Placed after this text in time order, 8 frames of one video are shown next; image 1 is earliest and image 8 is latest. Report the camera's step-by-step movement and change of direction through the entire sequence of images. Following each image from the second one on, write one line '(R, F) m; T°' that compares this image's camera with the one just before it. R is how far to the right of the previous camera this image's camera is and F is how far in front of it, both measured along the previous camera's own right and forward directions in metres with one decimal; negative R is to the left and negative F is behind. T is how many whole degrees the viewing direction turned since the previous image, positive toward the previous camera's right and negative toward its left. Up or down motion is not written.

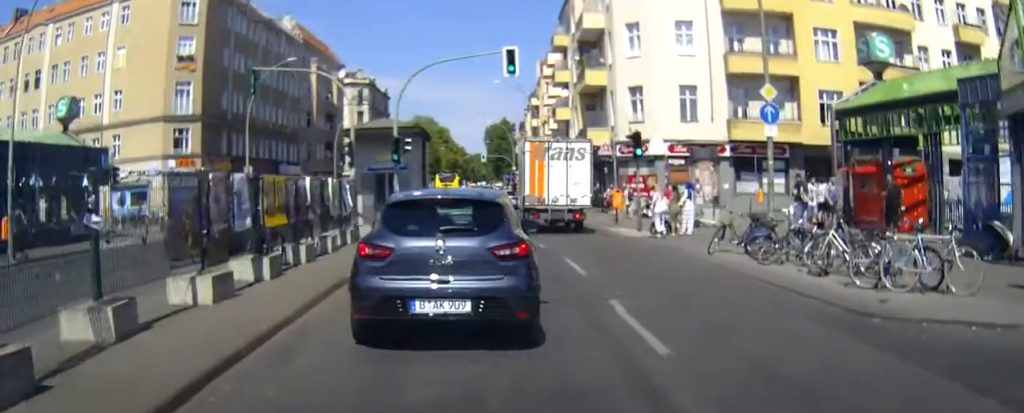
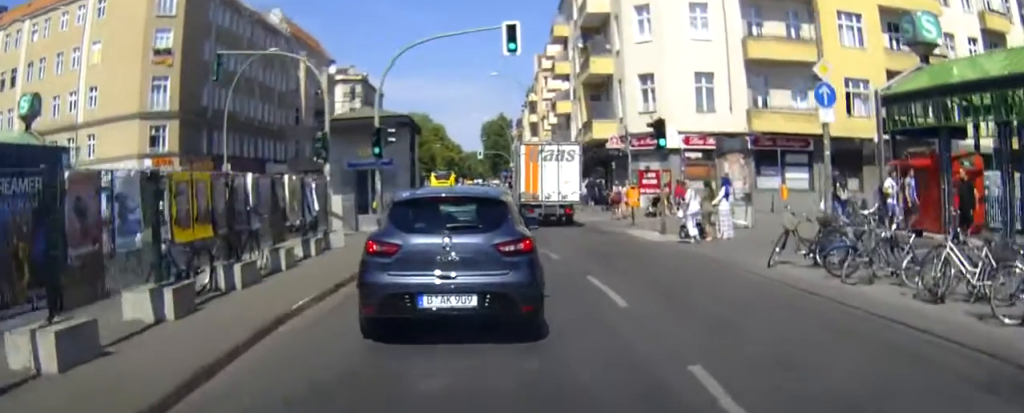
(0.0, +4.3) m; +1°
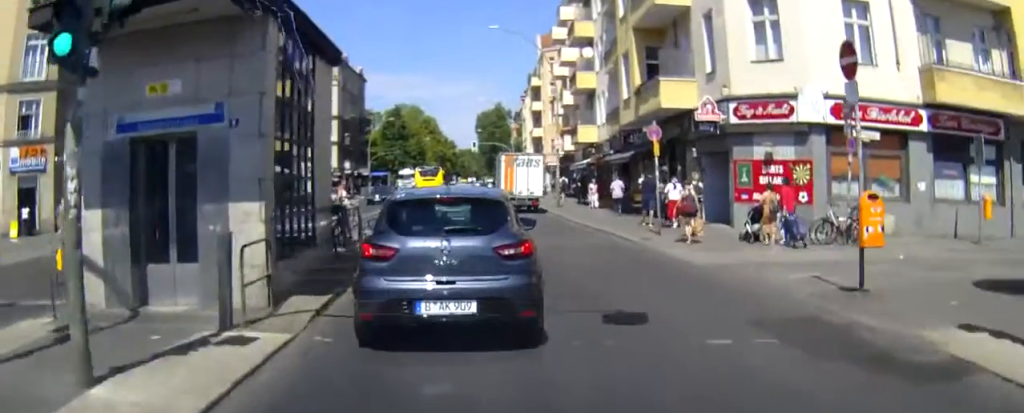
(+0.4, +18.3) m; +2°
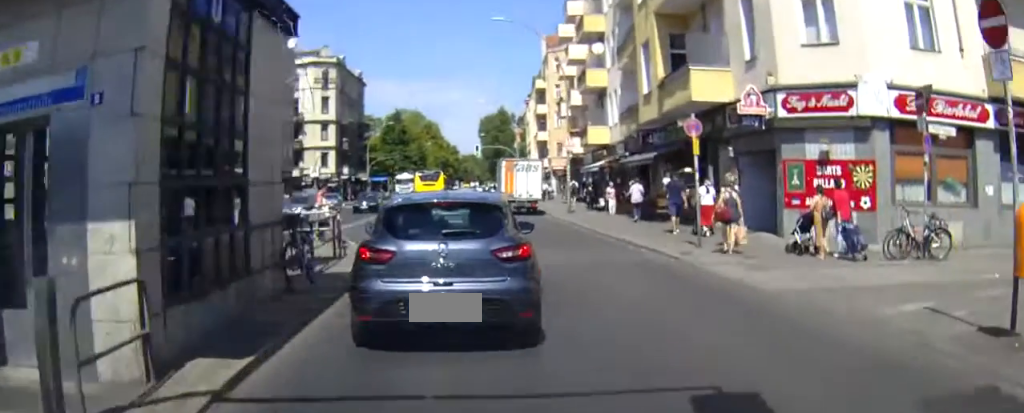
(0.0, +3.9) m; +1°
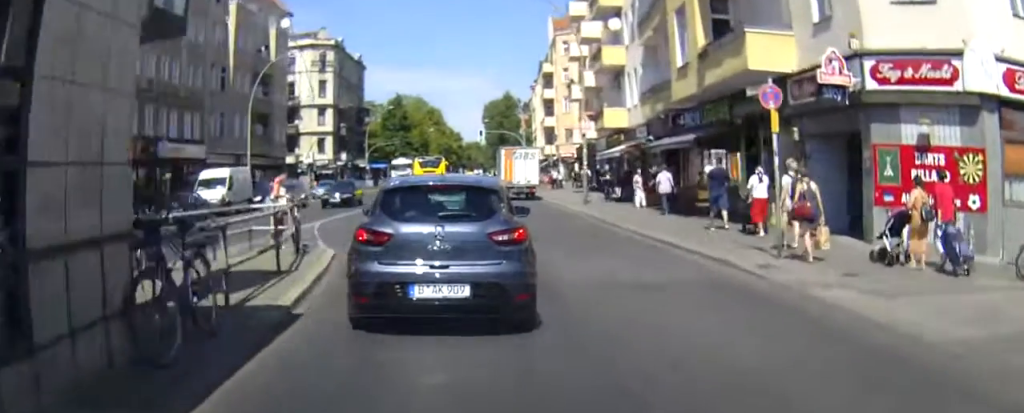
(+0.1, +4.6) m; 0°
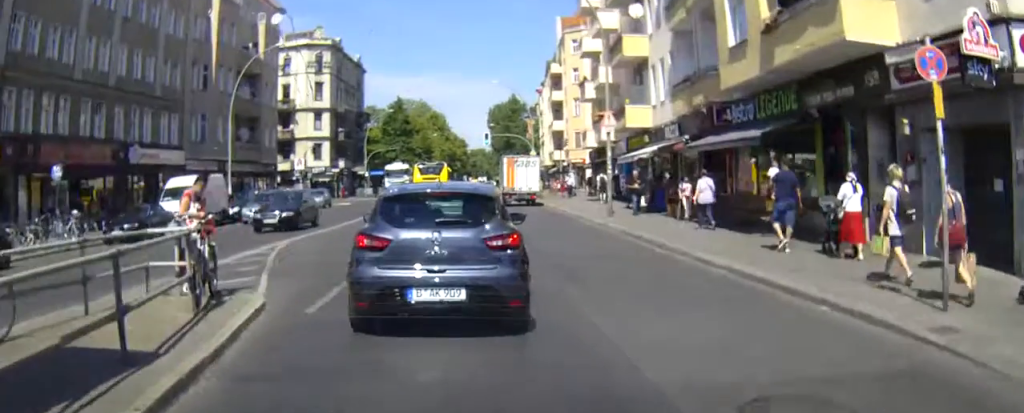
(0.0, +5.4) m; -1°
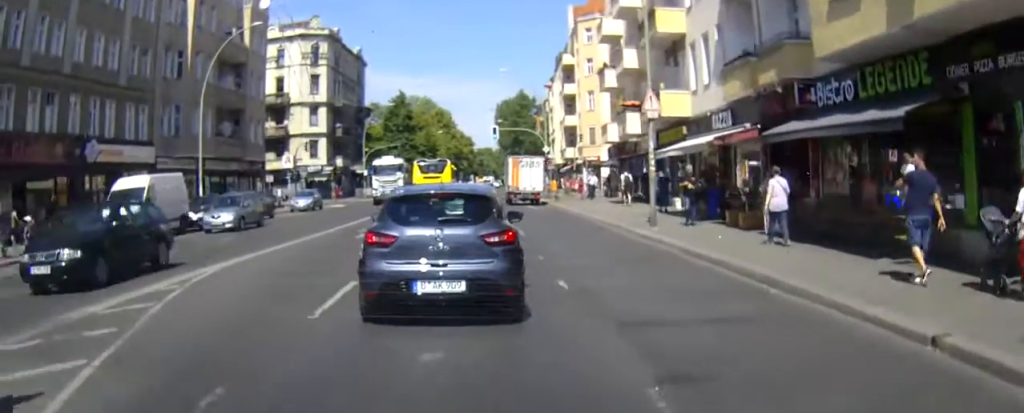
(-0.1, +6.3) m; -1°
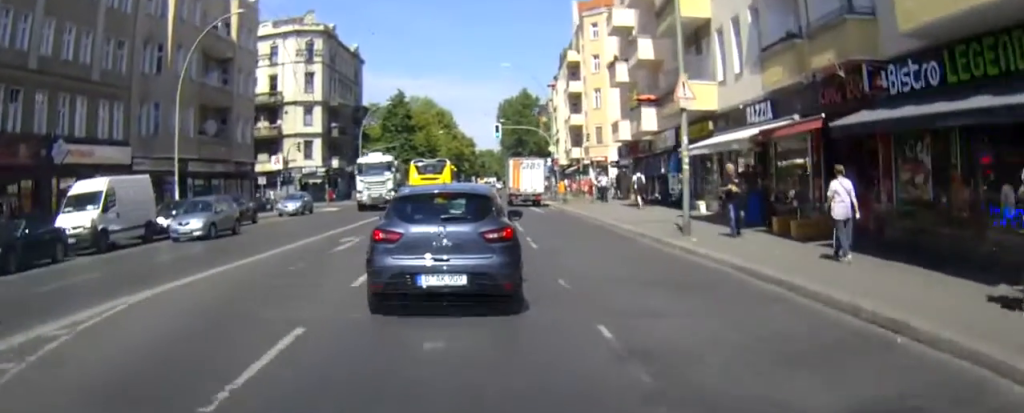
(0.0, +3.8) m; 0°
